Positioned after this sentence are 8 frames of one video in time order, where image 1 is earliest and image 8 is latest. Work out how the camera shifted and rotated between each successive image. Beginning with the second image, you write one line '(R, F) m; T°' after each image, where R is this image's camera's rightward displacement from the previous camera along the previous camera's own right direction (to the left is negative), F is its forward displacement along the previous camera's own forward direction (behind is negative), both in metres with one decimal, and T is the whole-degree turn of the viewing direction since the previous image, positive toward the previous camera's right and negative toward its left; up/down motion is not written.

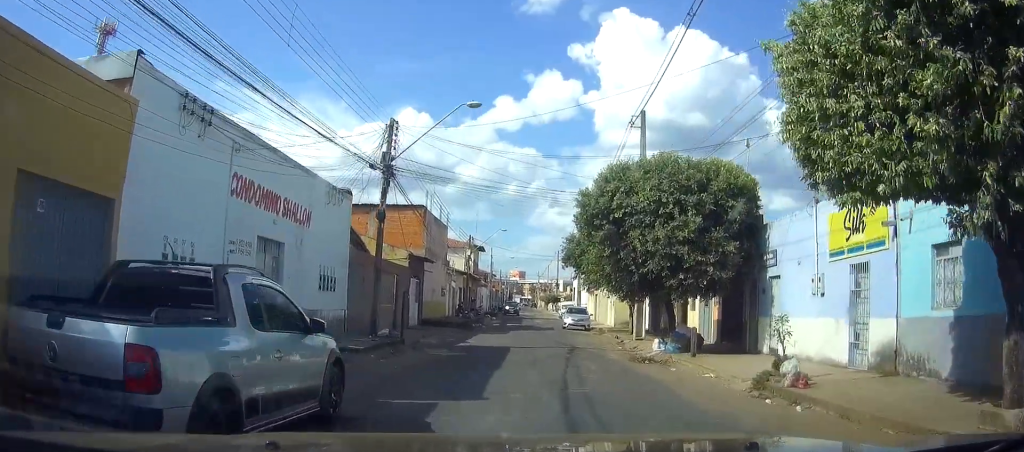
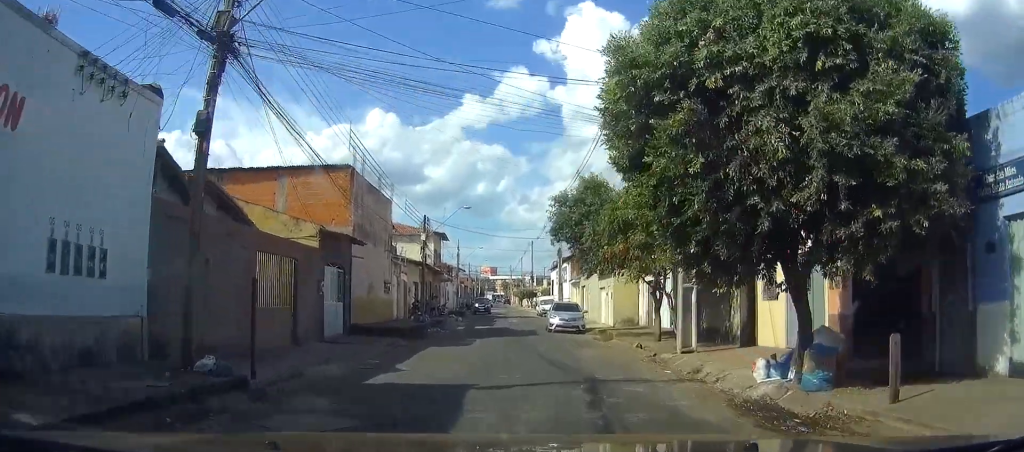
(+0.6, +10.8) m; +4°
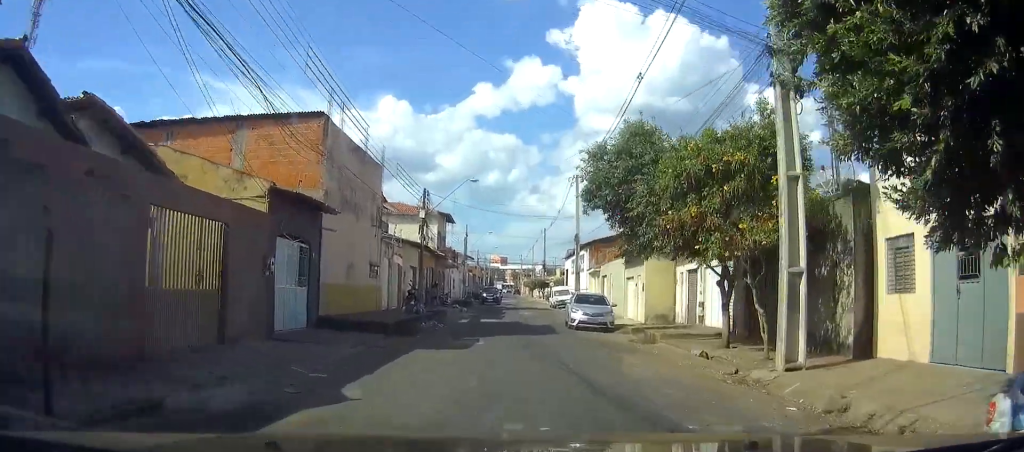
(-0.1, +5.8) m; 0°
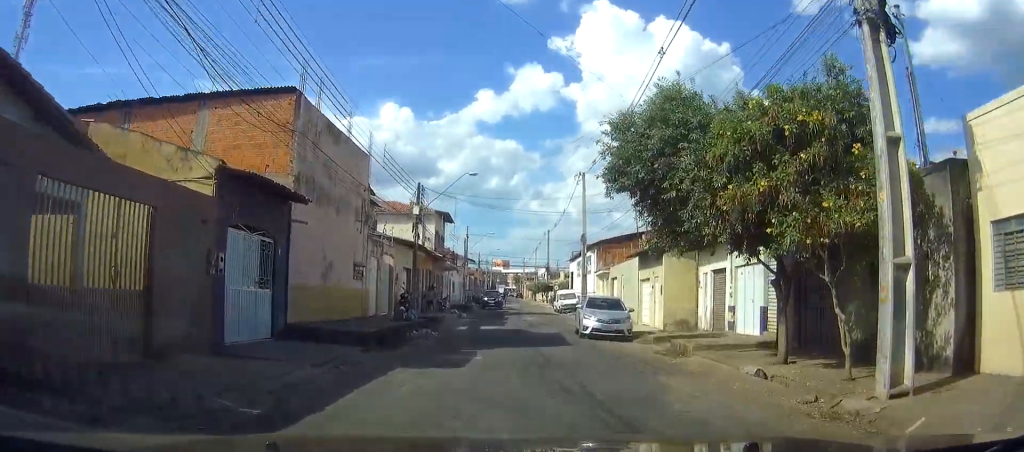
(0.0, +3.2) m; 0°
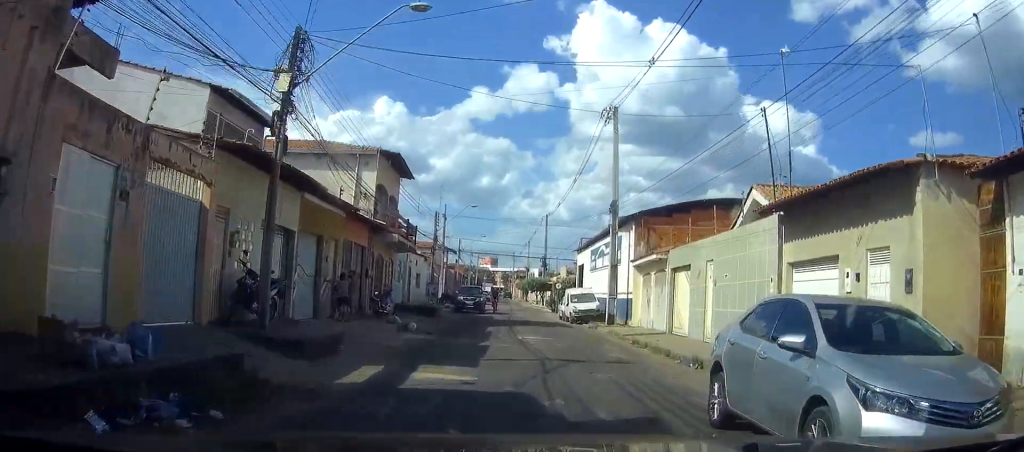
(0.0, +18.5) m; 0°
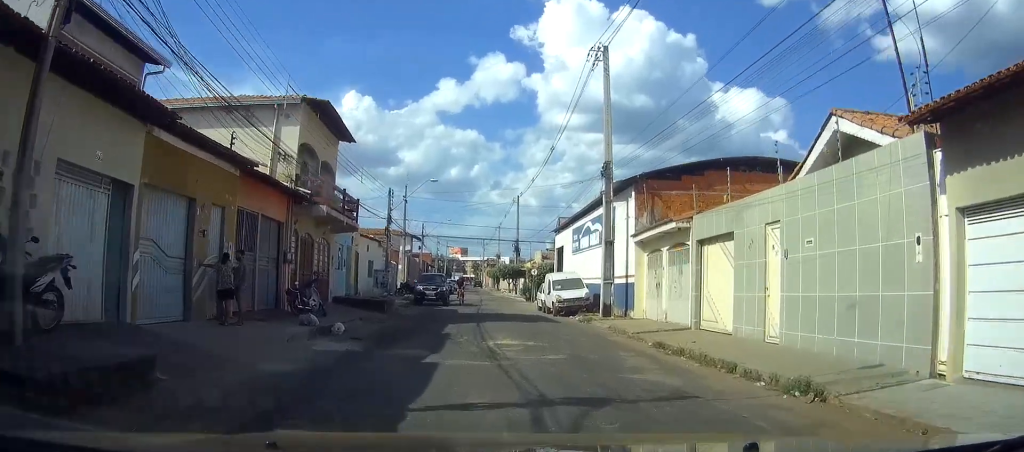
(+0.1, +7.0) m; +2°
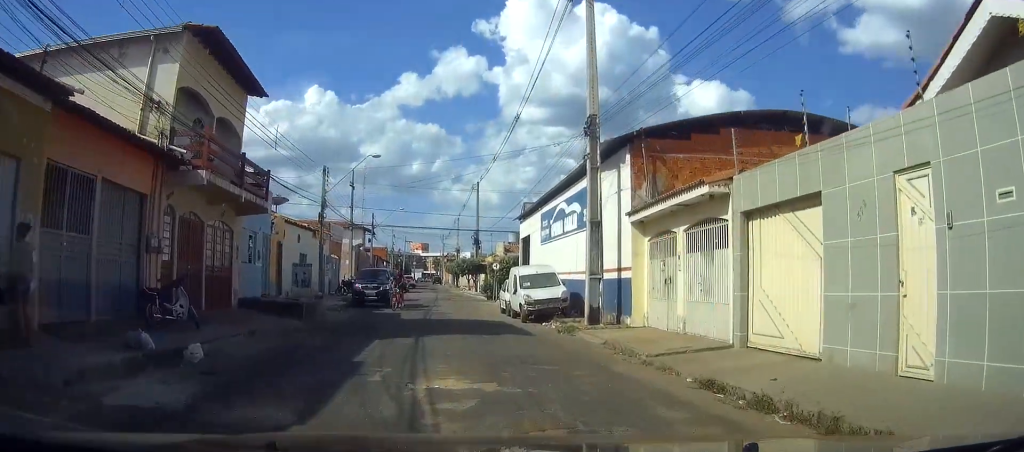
(+0.2, +6.5) m; +1°
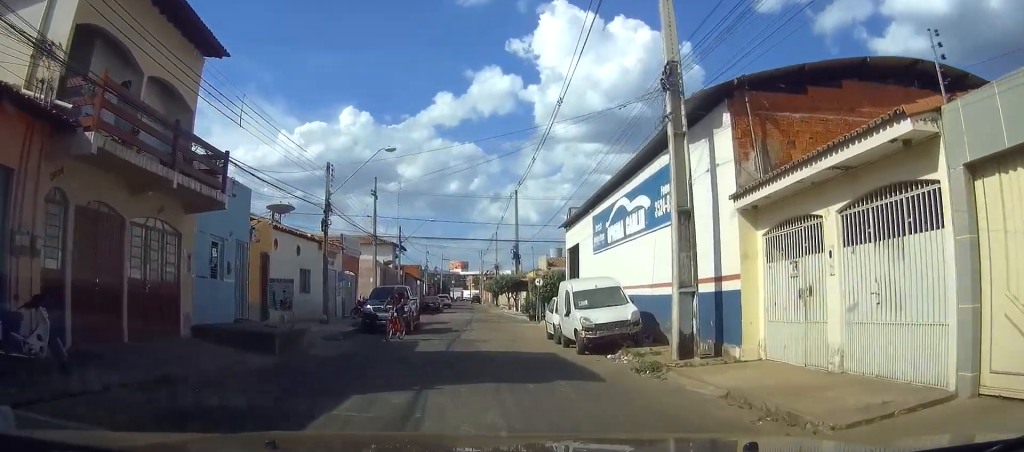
(+0.1, +6.0) m; -2°
